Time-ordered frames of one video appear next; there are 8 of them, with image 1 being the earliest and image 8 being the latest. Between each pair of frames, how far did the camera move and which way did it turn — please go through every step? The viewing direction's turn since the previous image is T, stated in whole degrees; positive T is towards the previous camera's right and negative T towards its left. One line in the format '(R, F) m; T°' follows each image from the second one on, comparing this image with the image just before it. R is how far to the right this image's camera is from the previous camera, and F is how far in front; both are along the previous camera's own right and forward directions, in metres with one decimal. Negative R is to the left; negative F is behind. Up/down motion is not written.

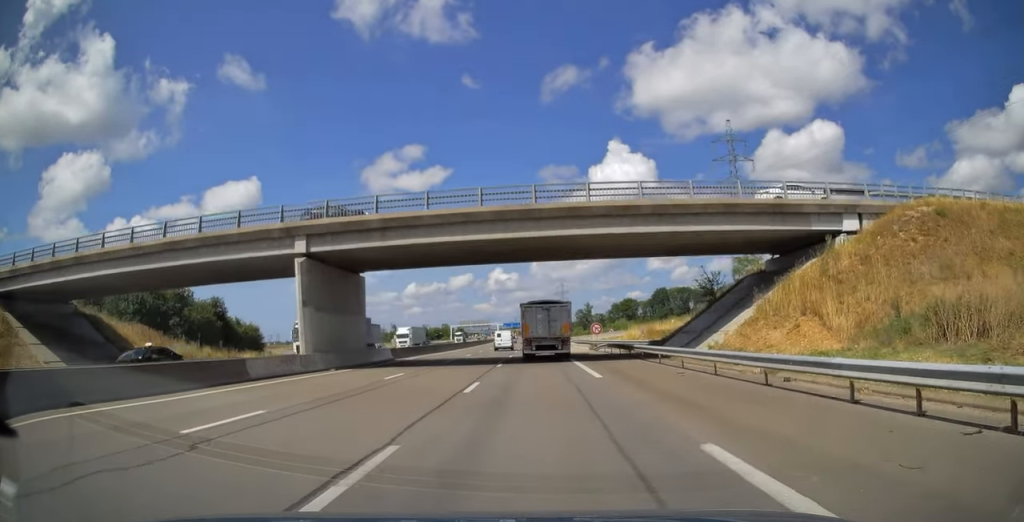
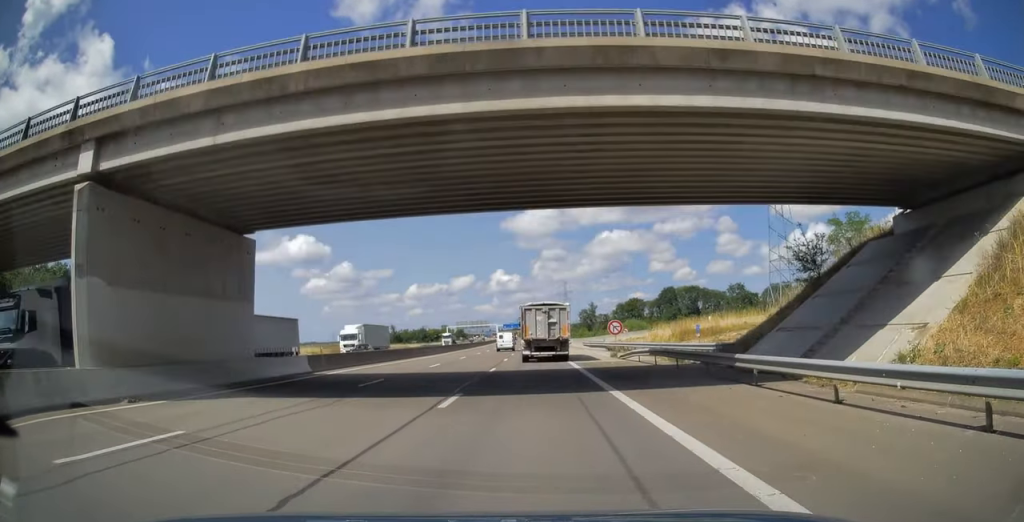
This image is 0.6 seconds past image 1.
(0.0, +15.5) m; 0°
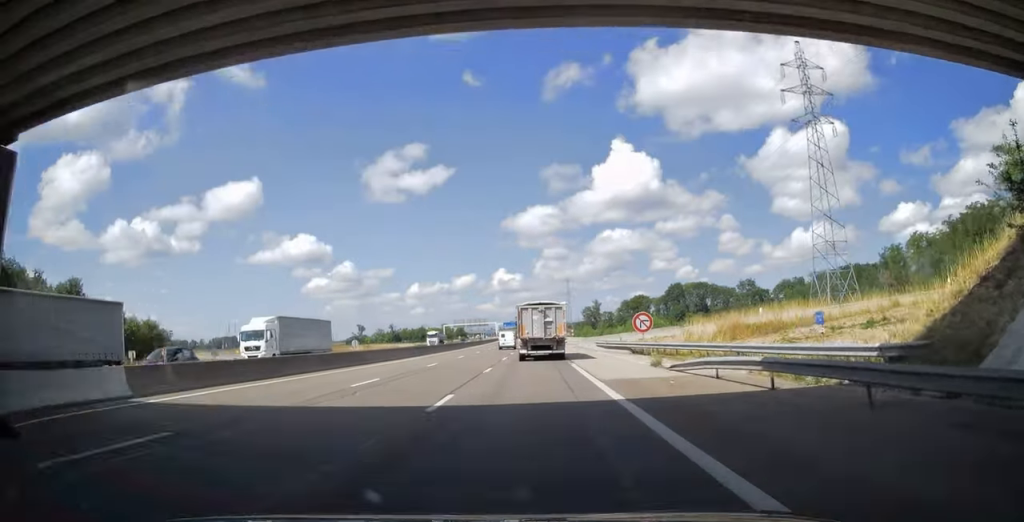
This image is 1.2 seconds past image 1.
(0.0, +13.1) m; 0°
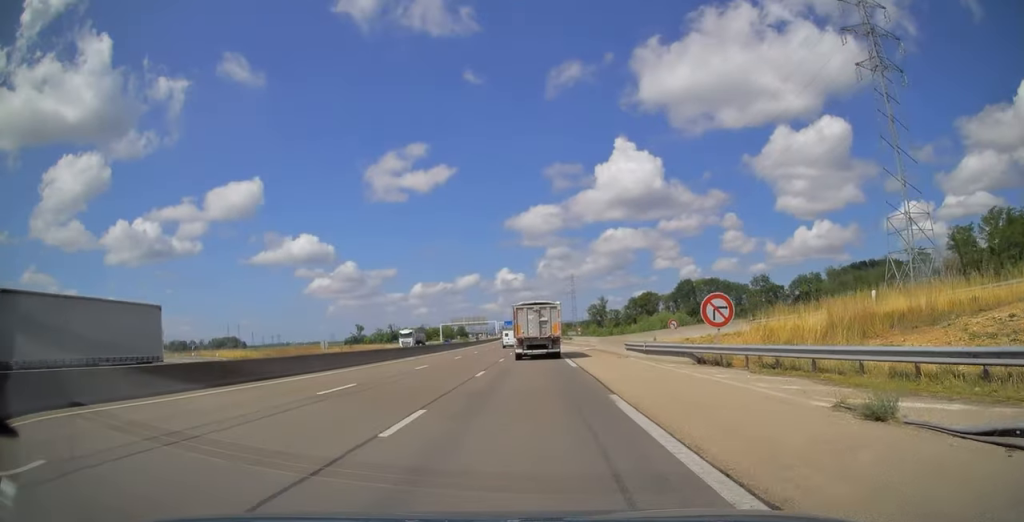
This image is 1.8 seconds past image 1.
(0.0, +15.5) m; 0°
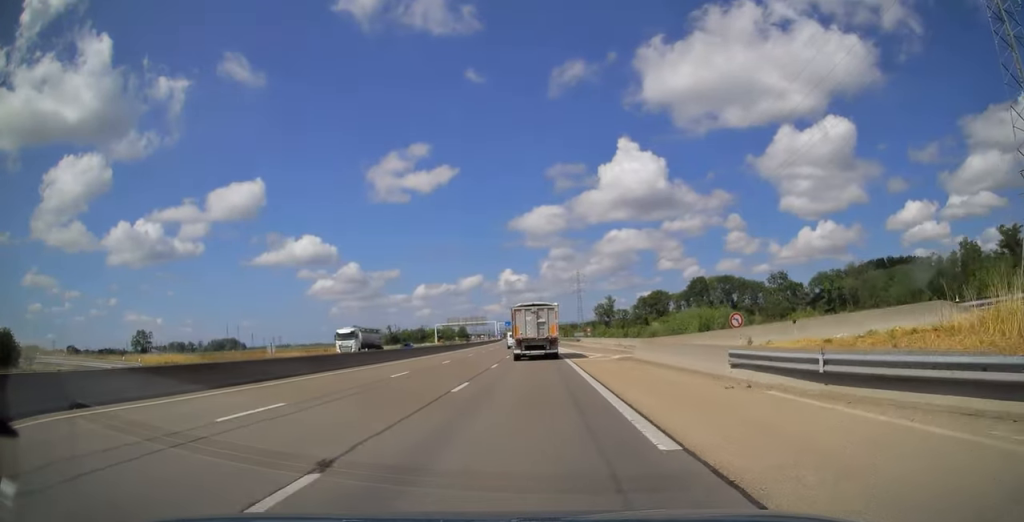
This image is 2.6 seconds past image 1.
(0.0, +17.9) m; -1°
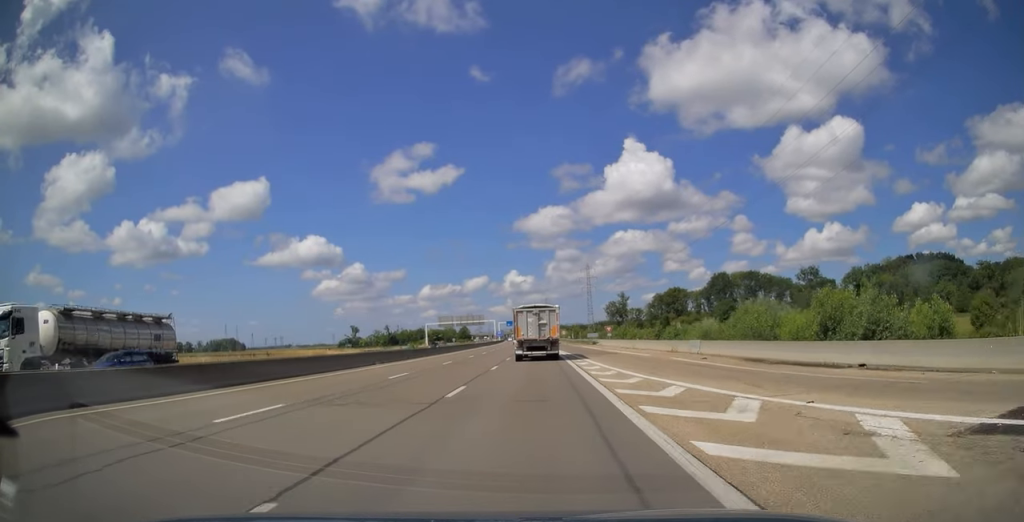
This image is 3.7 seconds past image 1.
(-0.4, +26.3) m; 0°
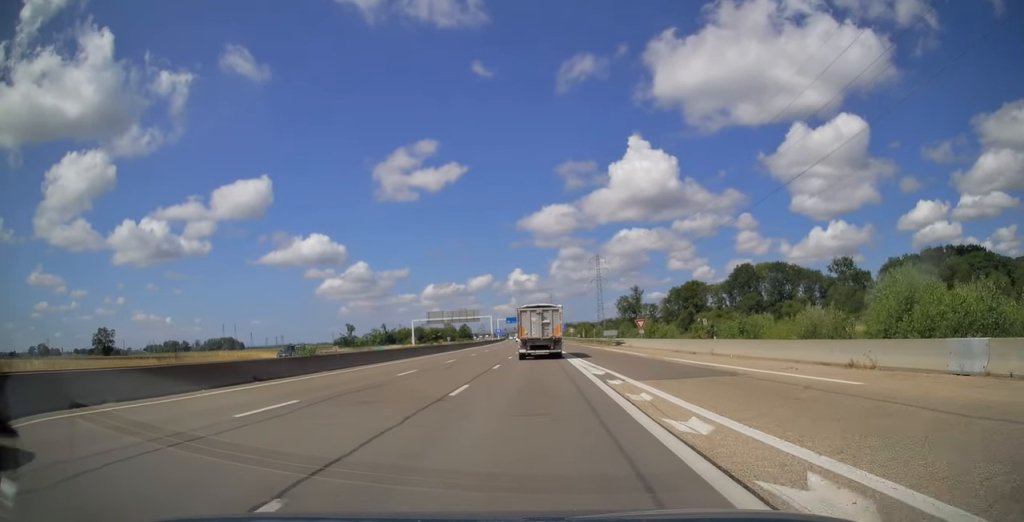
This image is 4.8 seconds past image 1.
(+0.4, +25.1) m; 0°
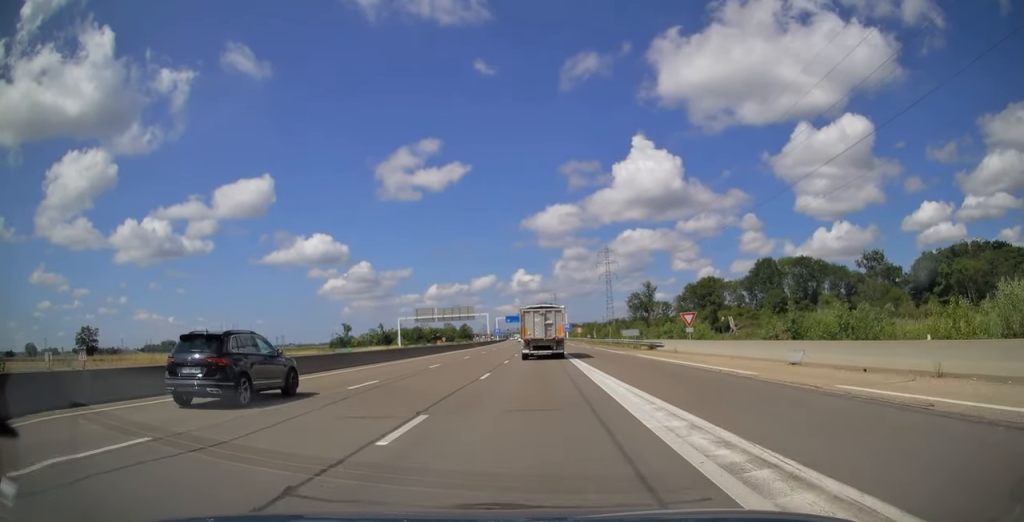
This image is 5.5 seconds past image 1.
(-0.4, +19.1) m; -1°
